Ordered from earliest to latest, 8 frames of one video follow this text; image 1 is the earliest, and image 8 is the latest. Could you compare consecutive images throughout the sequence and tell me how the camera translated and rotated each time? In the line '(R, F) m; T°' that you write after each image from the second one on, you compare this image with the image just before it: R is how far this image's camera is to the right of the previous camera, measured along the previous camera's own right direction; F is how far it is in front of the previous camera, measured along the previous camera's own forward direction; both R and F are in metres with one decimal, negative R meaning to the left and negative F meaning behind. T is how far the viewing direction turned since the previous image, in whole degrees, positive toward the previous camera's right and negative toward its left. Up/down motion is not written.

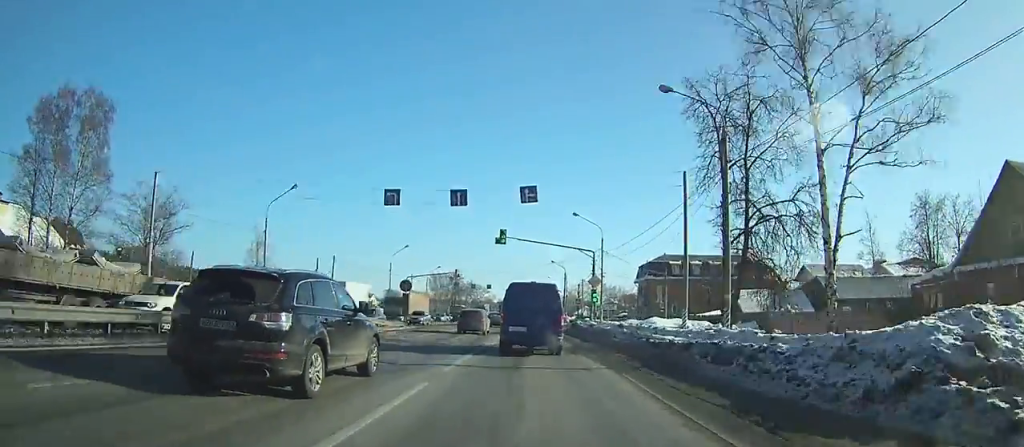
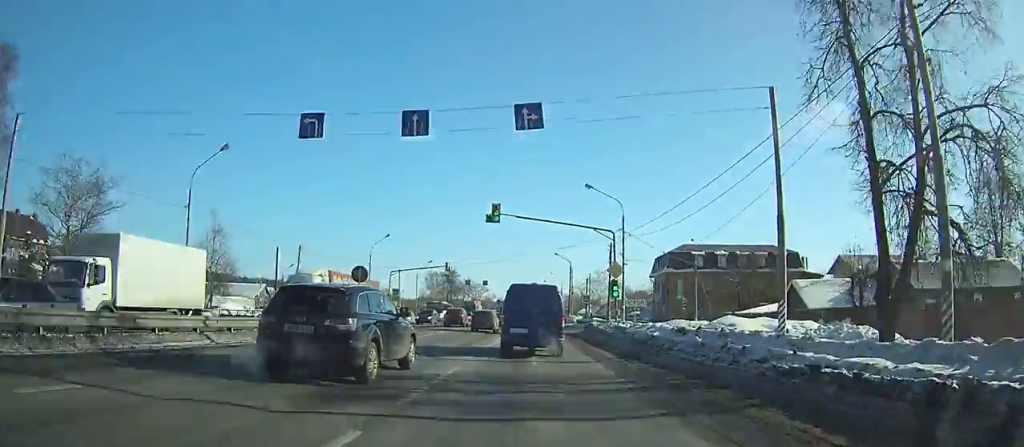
(0.0, +12.2) m; 0°
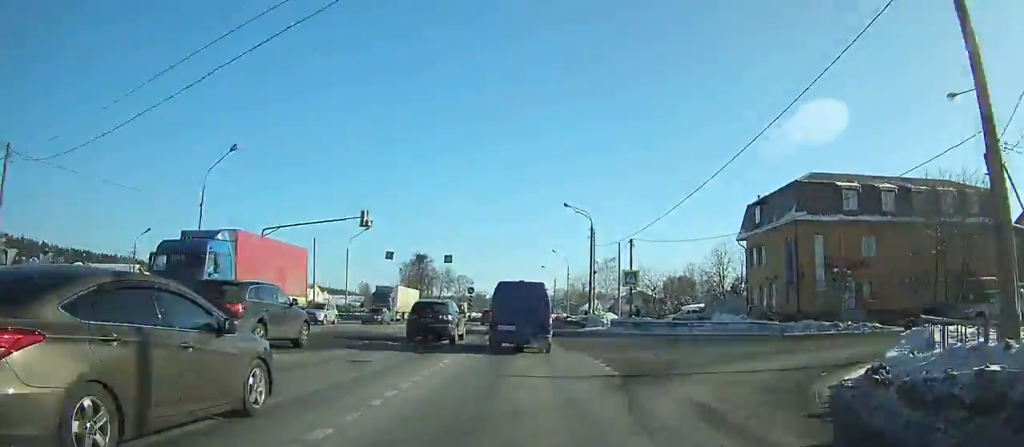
(+0.3, +40.3) m; +1°
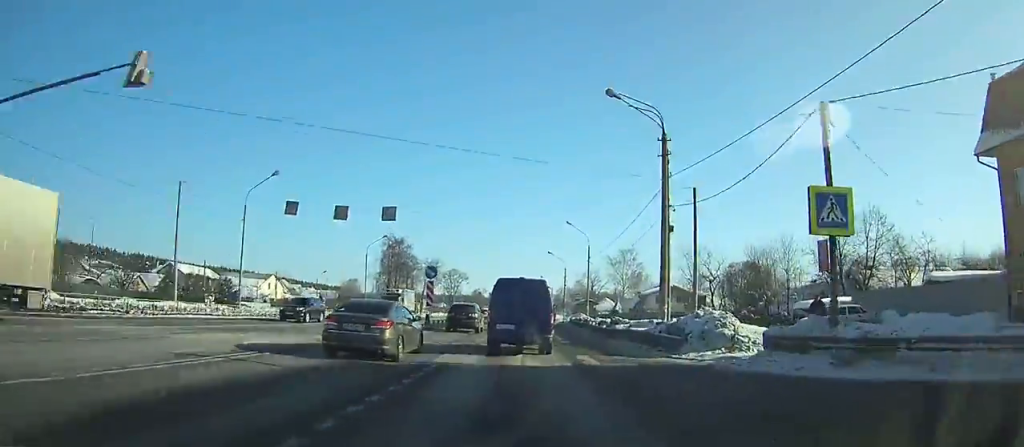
(0.0, +27.3) m; 0°
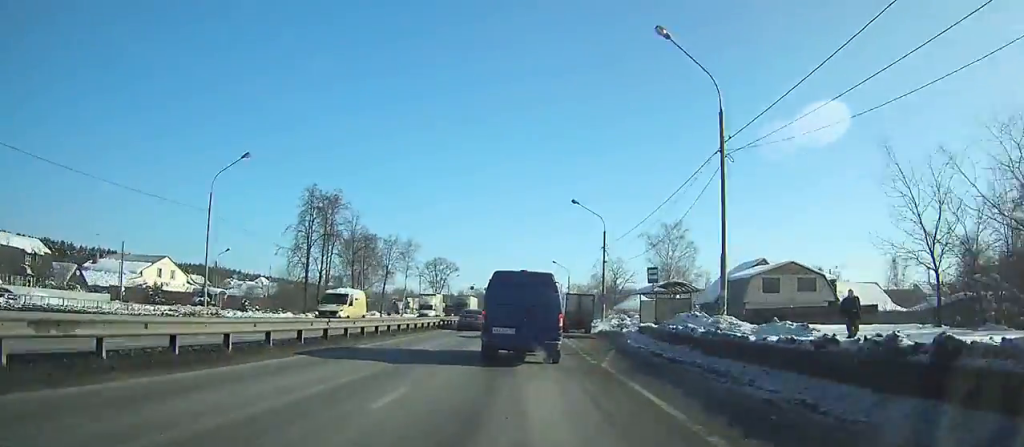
(+0.1, +42.5) m; 0°
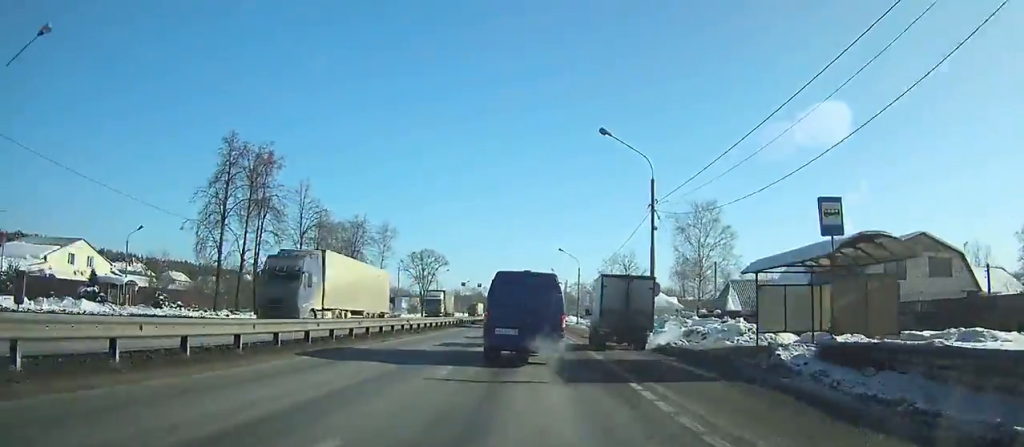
(-0.1, +22.4) m; 0°
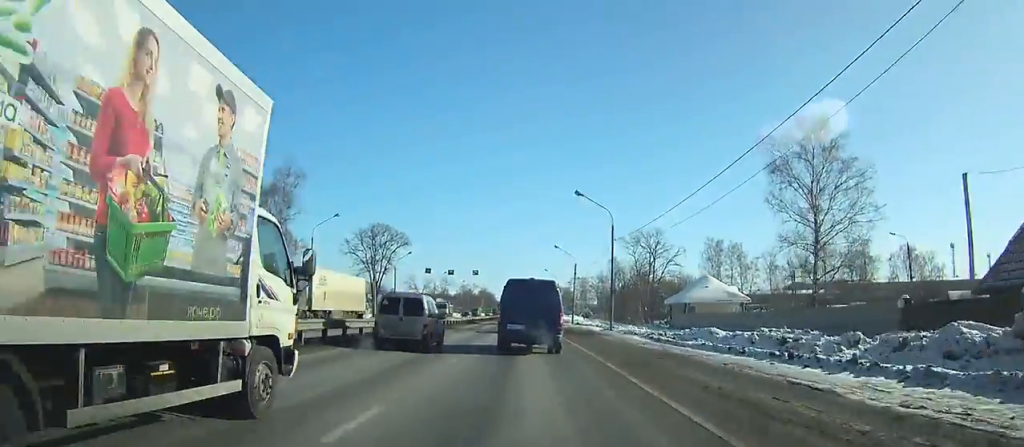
(0.0, +41.8) m; 0°
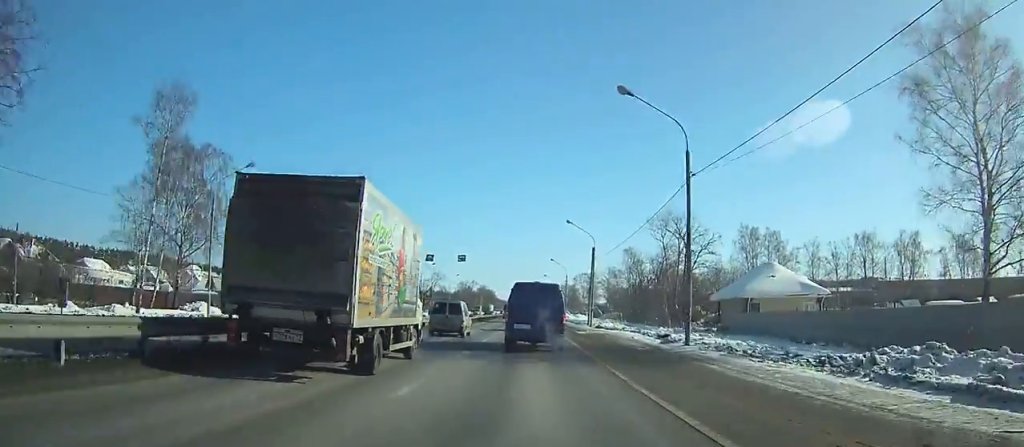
(0.0, +21.4) m; 0°
